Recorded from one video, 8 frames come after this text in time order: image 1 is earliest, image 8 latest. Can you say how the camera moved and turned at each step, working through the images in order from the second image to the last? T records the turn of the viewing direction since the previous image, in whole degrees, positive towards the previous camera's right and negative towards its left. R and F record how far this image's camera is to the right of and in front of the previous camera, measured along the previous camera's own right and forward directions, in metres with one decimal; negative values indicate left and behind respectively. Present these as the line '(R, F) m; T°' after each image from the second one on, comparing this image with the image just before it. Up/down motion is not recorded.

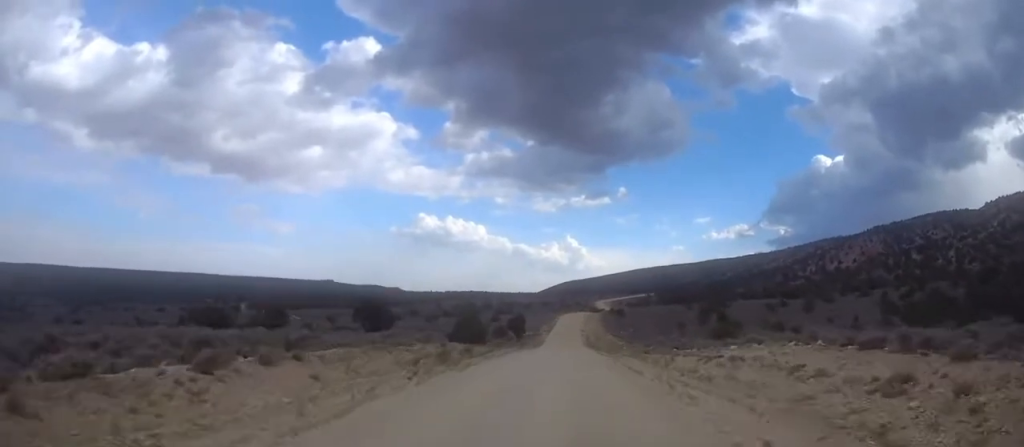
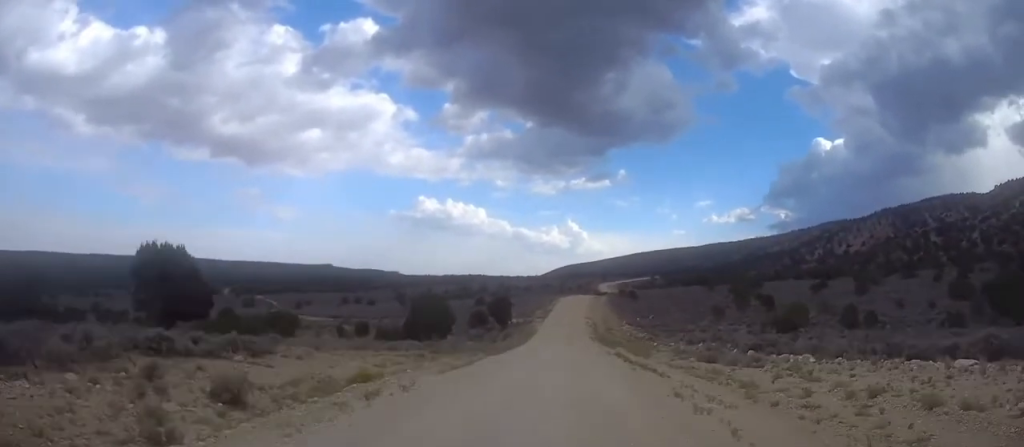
(+0.1, +30.8) m; +2°
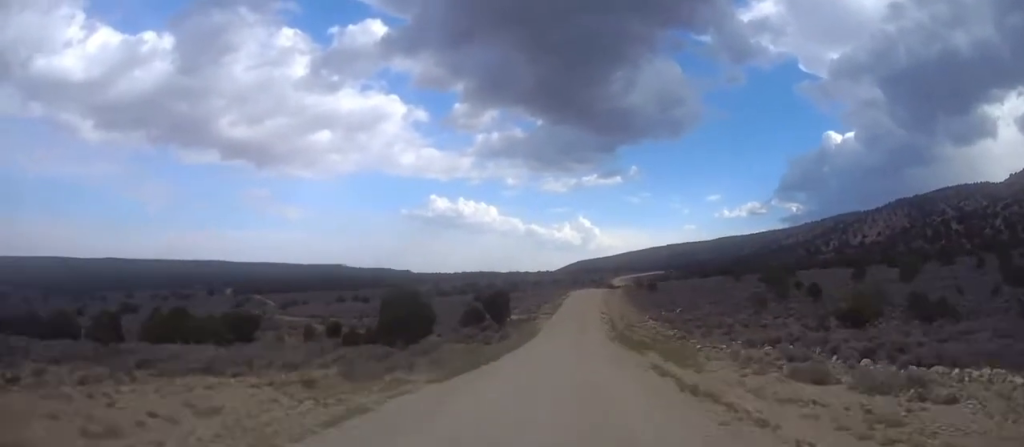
(+0.4, +15.5) m; +1°
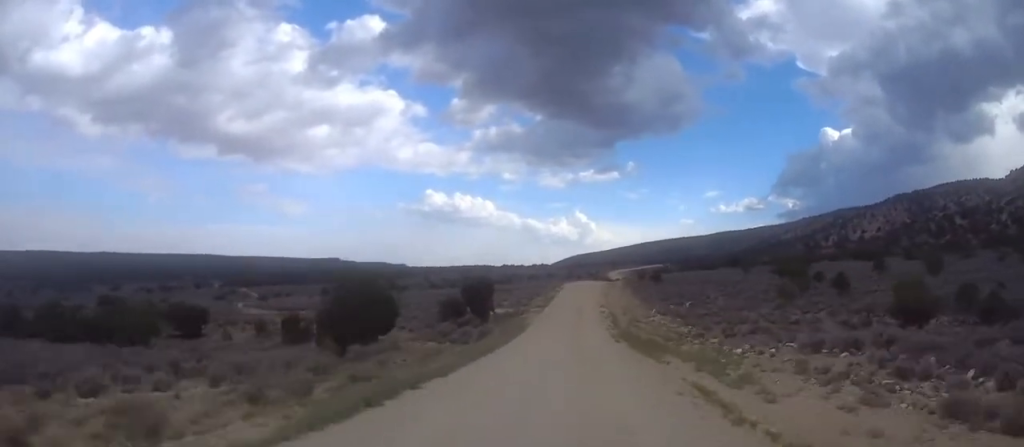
(-0.1, +10.6) m; 0°
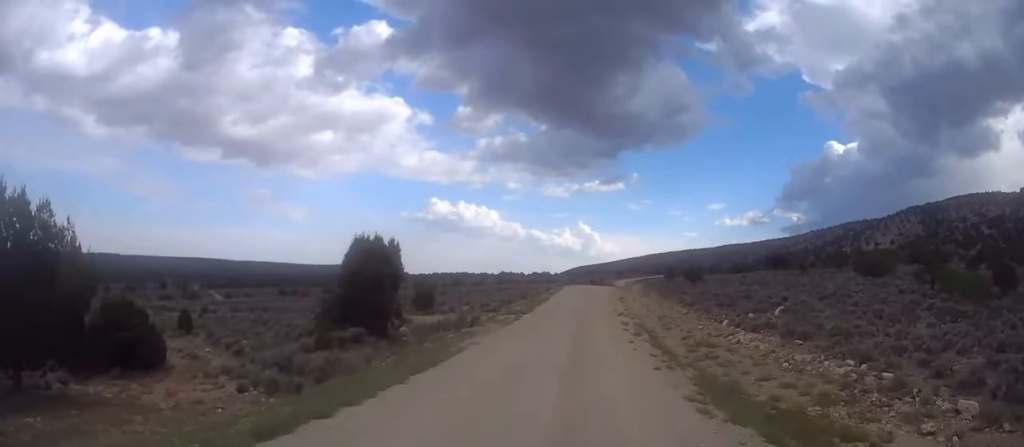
(-0.3, +30.5) m; -1°
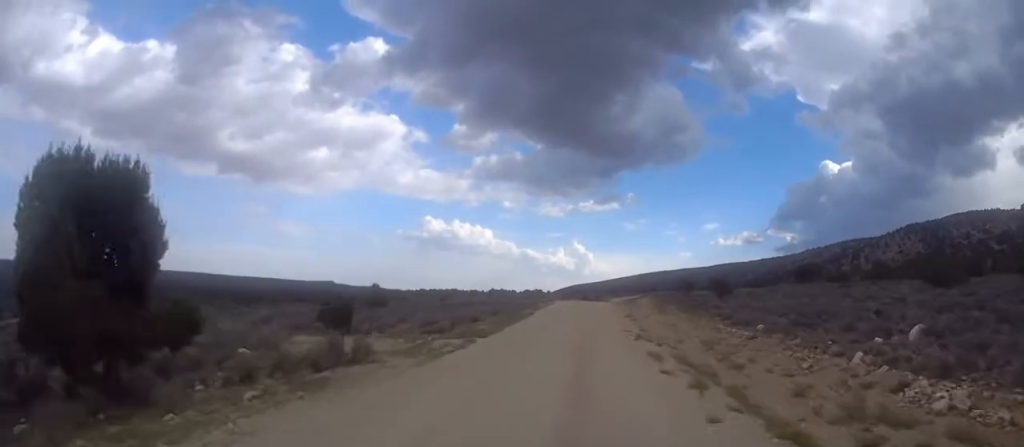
(0.0, +17.1) m; +1°
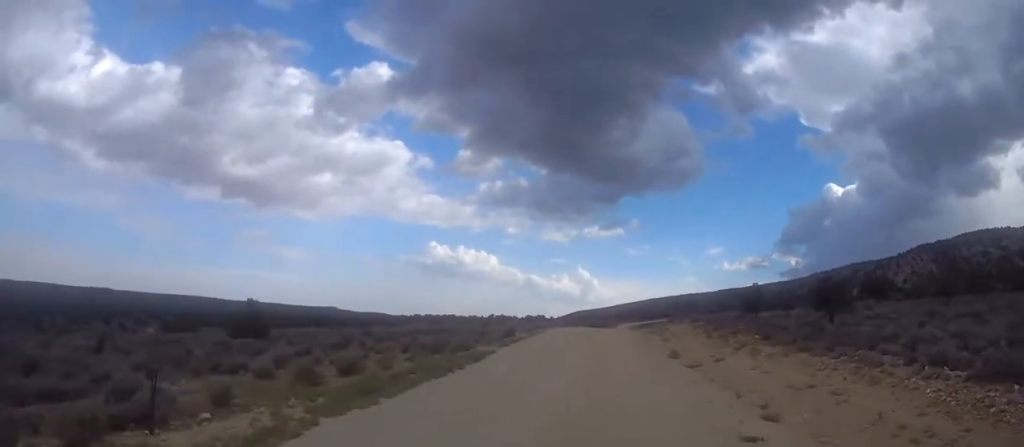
(0.0, +25.0) m; -1°
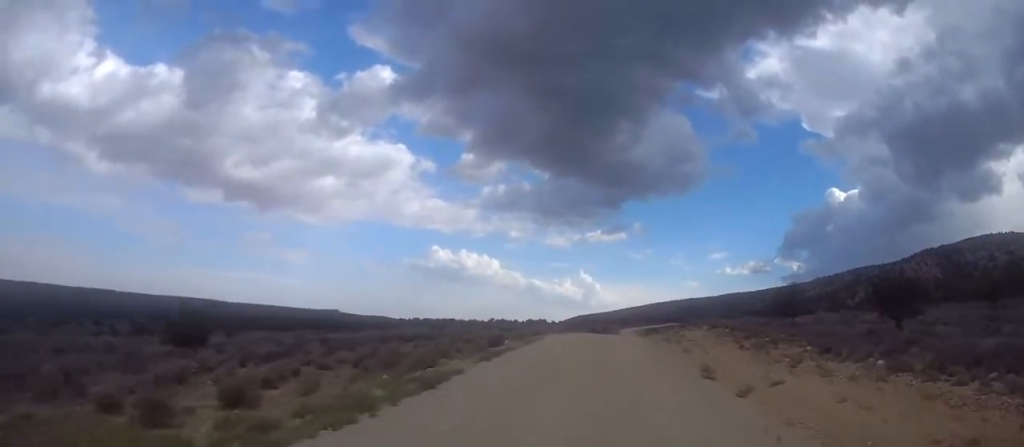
(0.0, +8.6) m; +1°
